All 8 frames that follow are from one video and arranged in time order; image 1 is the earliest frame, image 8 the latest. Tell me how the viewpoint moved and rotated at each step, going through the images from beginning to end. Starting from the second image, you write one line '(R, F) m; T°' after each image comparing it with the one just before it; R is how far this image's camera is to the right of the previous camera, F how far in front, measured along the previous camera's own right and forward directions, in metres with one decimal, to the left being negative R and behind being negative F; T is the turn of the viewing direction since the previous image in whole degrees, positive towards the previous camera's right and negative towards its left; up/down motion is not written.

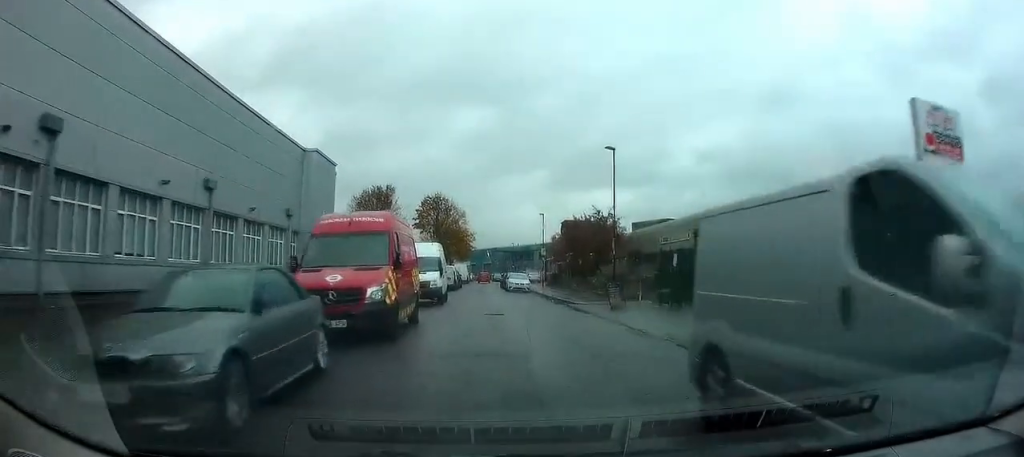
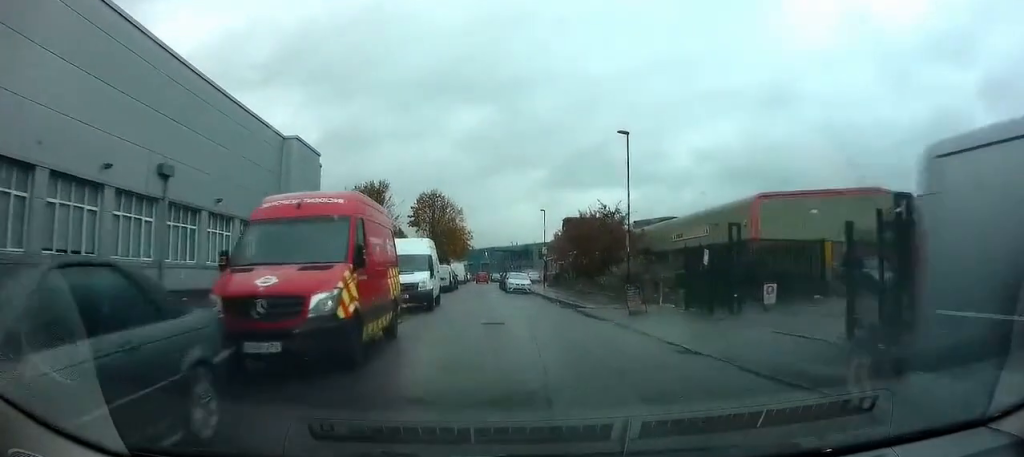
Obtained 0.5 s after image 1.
(0.0, +3.1) m; 0°
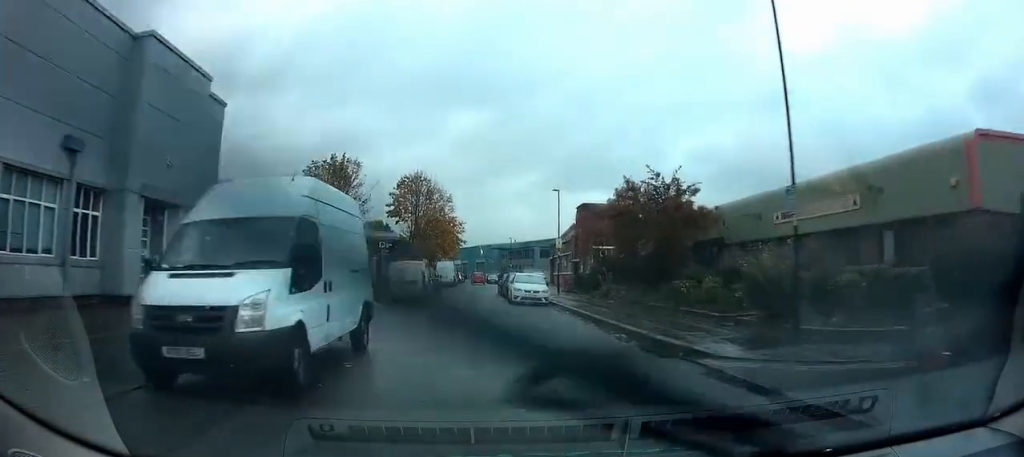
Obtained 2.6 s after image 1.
(-0.3, +14.1) m; -2°
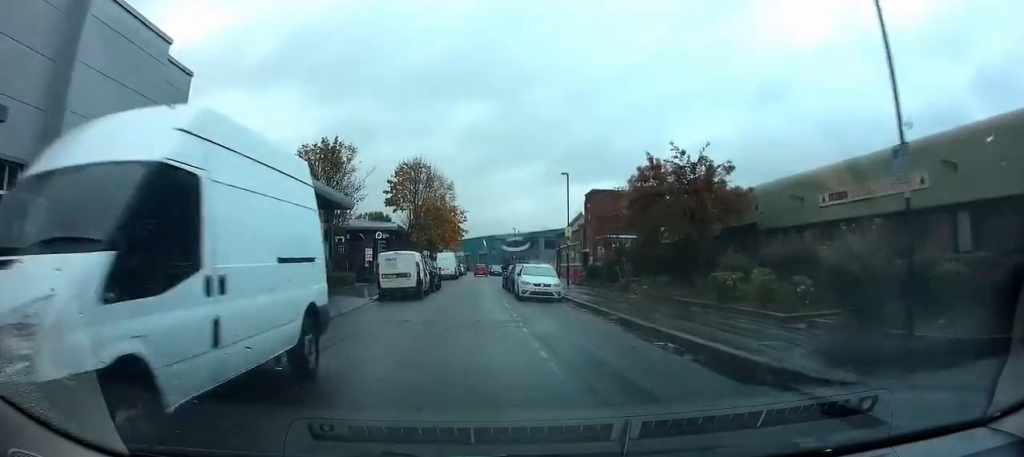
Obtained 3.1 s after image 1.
(0.0, +3.4) m; 0°
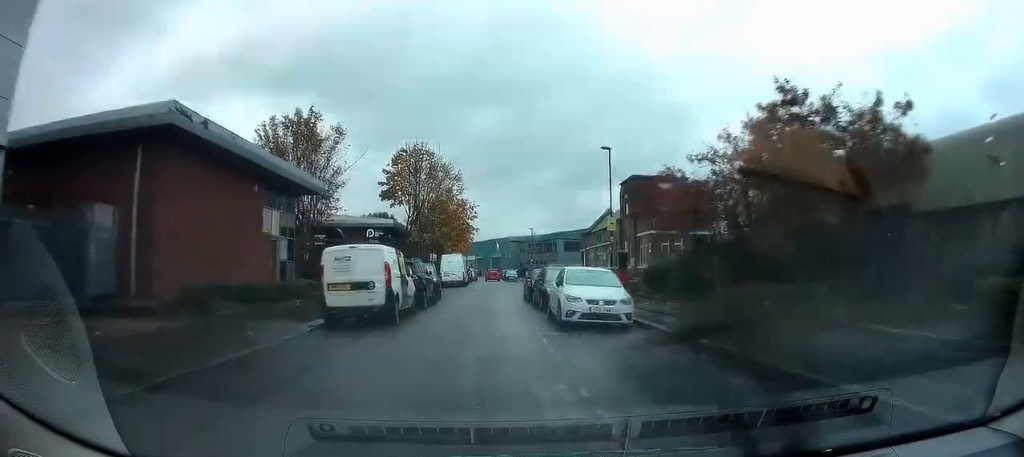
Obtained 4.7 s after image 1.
(-0.3, +9.6) m; -3°
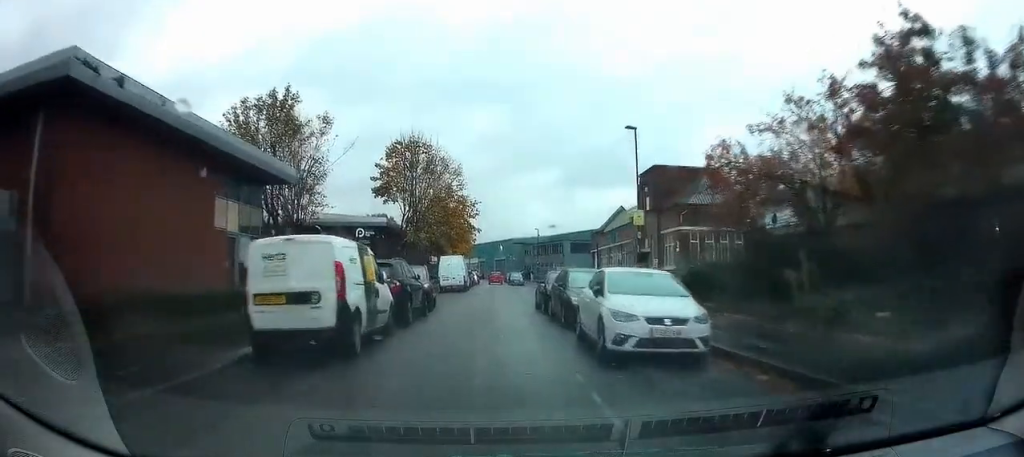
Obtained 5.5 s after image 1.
(-0.1, +4.5) m; +1°
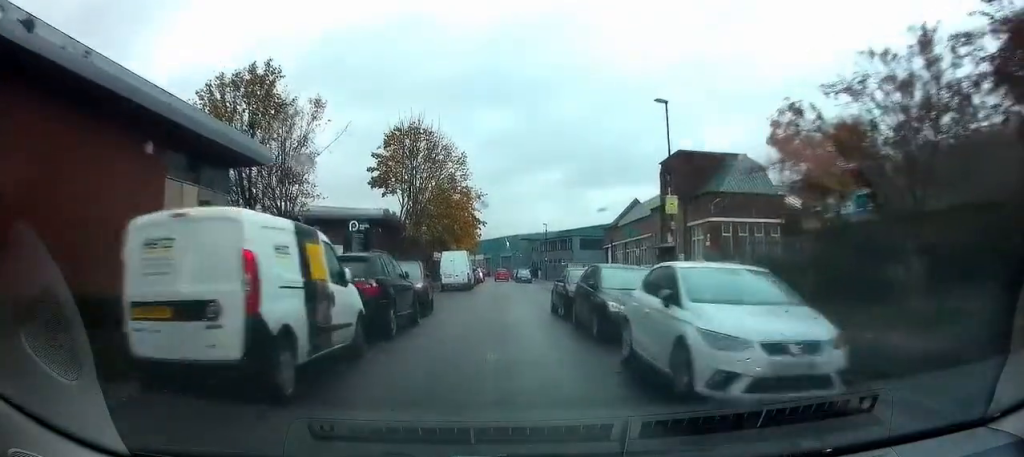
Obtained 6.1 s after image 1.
(+0.1, +3.4) m; +2°
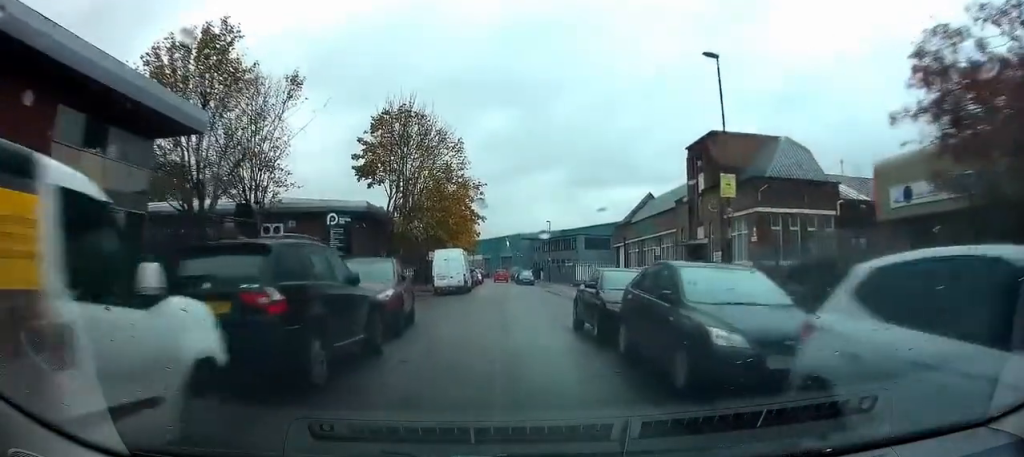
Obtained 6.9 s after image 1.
(0.0, +4.7) m; 0°
